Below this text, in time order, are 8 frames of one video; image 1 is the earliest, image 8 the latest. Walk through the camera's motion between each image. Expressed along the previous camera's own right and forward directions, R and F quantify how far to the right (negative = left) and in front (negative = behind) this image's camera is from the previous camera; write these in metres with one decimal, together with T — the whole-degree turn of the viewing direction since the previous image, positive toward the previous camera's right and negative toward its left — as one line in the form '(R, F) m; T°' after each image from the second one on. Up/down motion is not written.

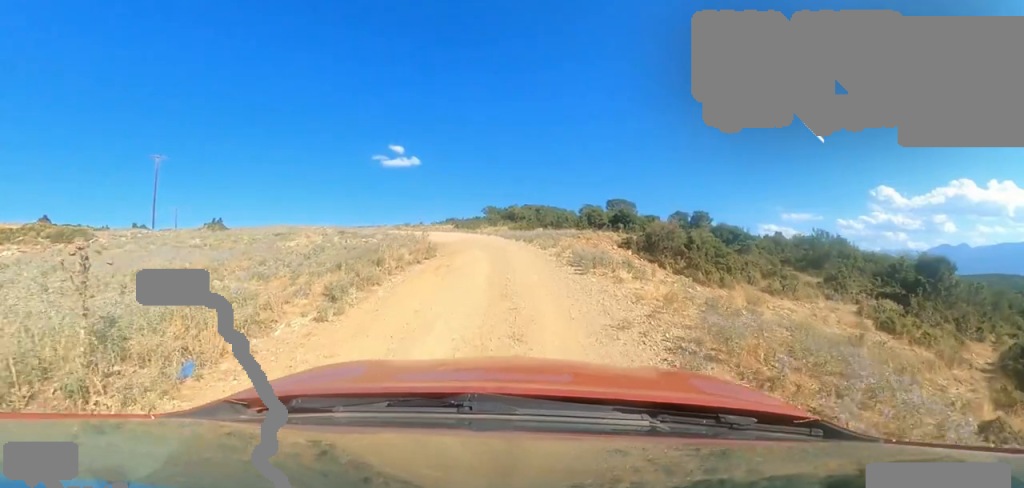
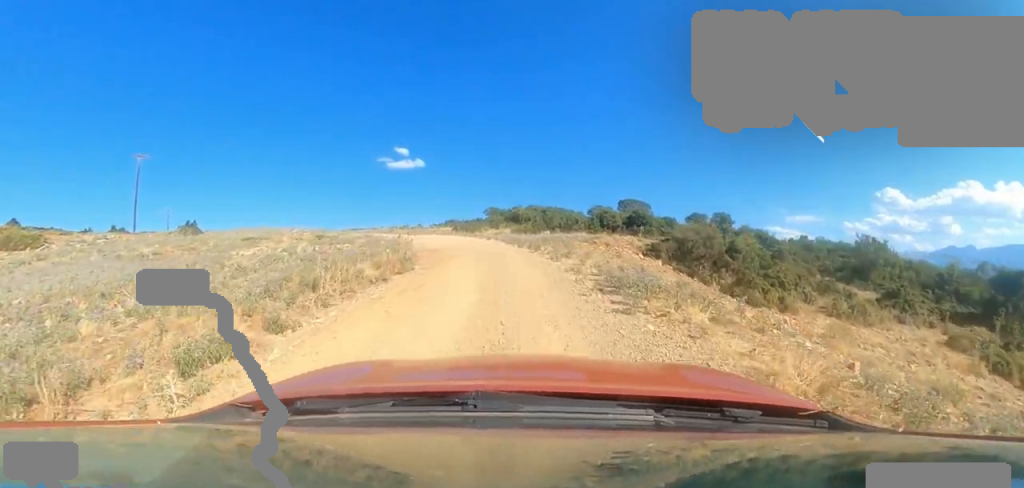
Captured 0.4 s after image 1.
(0.0, +3.4) m; -1°
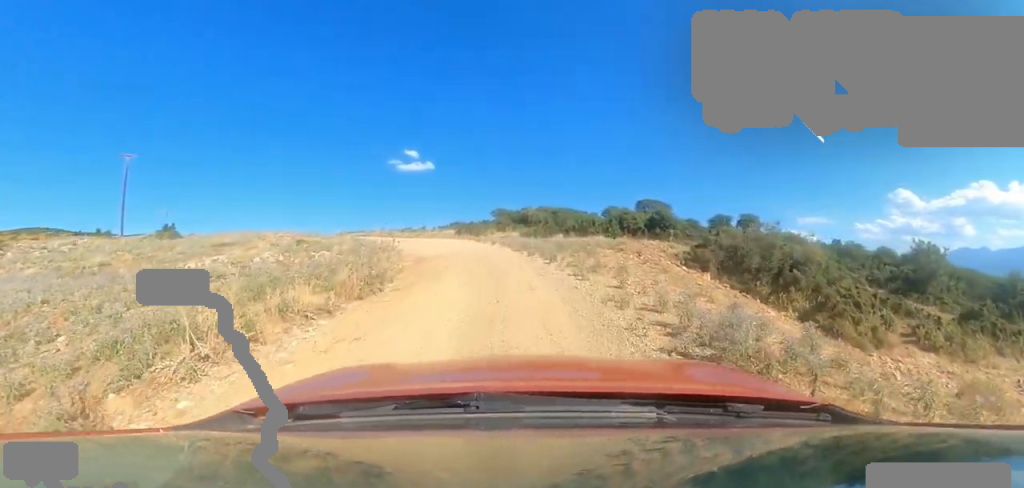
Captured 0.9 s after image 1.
(+0.1, +3.1) m; -3°
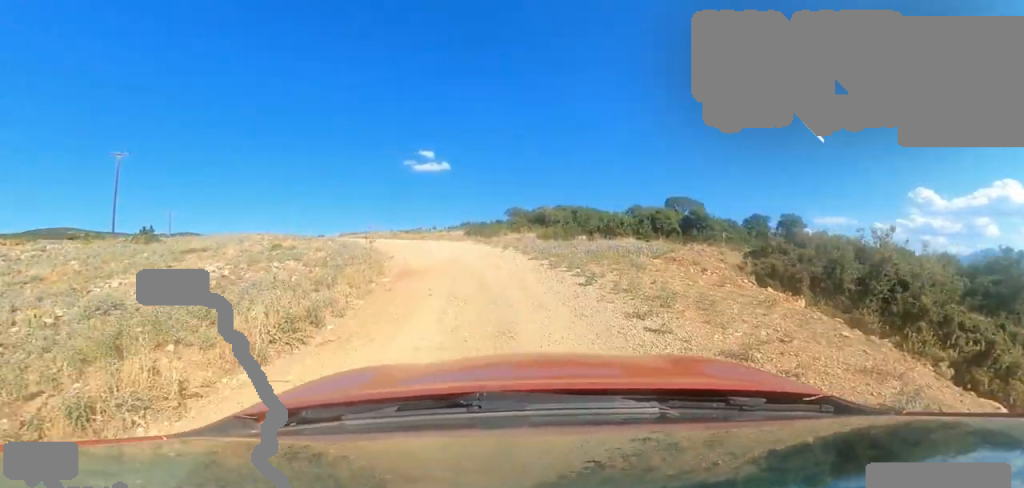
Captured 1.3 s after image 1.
(+0.2, +3.4) m; -3°
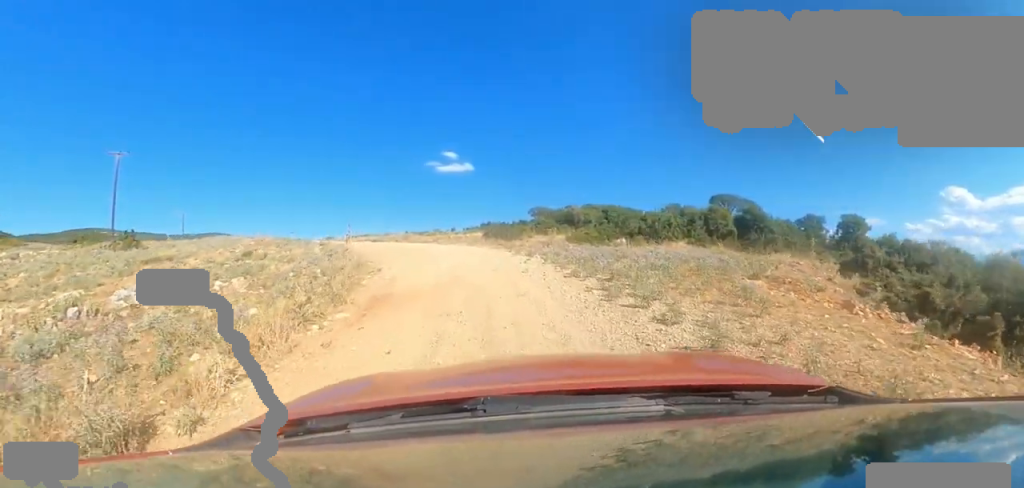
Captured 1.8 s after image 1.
(-0.5, +3.5) m; 0°
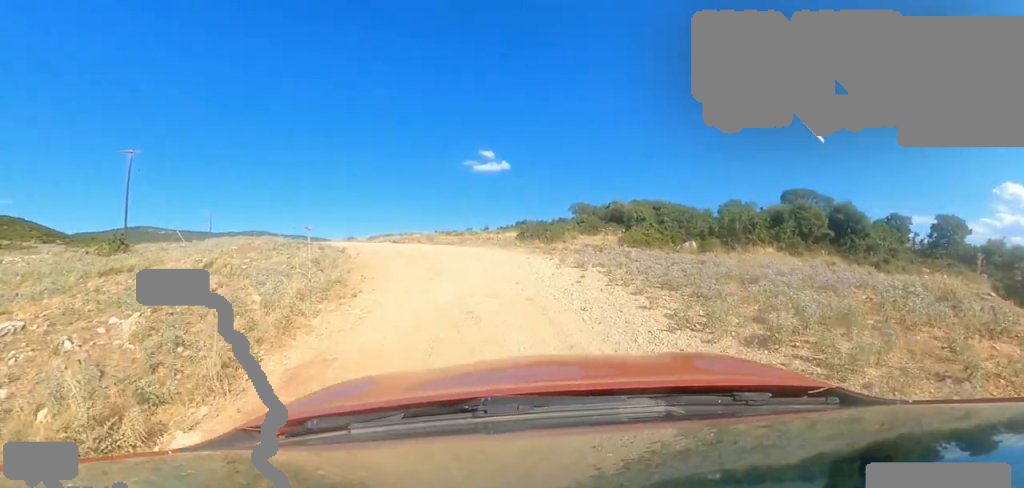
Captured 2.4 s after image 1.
(-0.4, +3.9) m; -1°
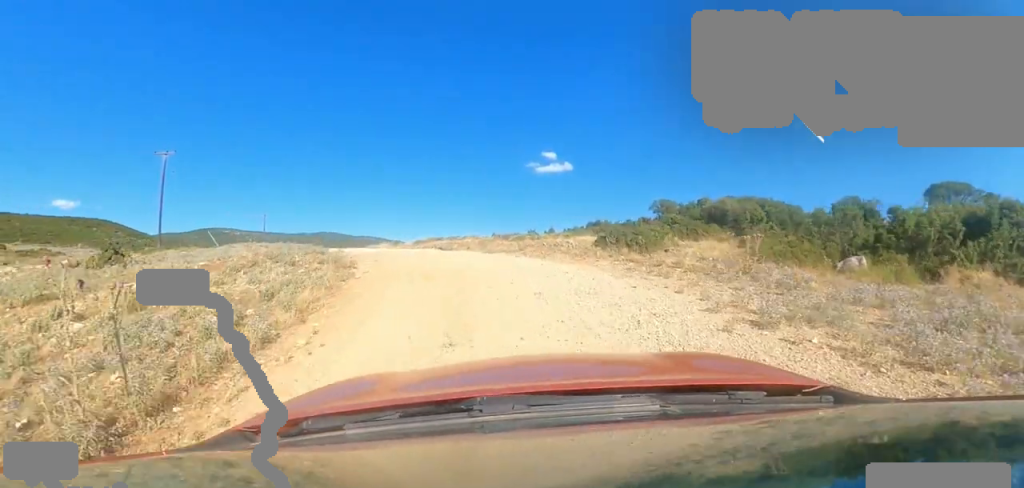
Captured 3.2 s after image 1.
(+0.7, +5.5) m; -5°
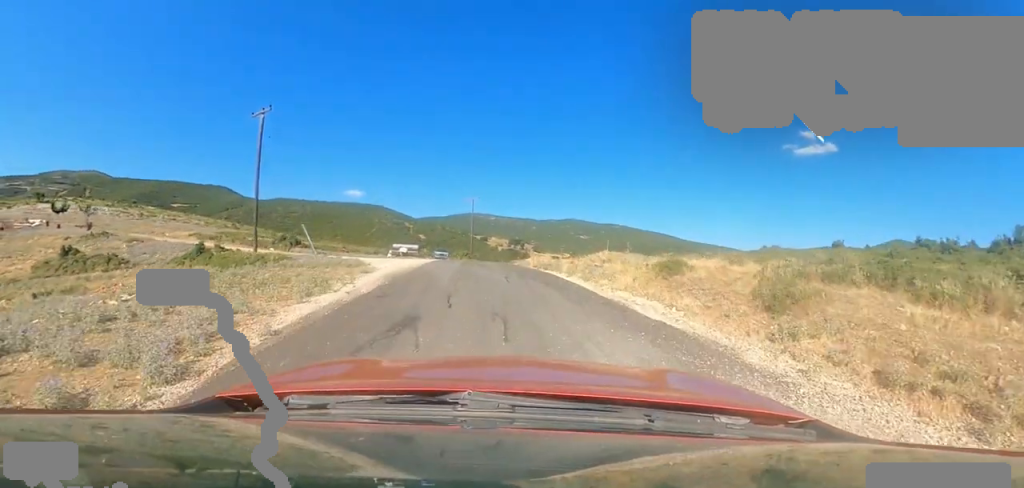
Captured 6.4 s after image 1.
(-10.0, +18.9) m; -40°
